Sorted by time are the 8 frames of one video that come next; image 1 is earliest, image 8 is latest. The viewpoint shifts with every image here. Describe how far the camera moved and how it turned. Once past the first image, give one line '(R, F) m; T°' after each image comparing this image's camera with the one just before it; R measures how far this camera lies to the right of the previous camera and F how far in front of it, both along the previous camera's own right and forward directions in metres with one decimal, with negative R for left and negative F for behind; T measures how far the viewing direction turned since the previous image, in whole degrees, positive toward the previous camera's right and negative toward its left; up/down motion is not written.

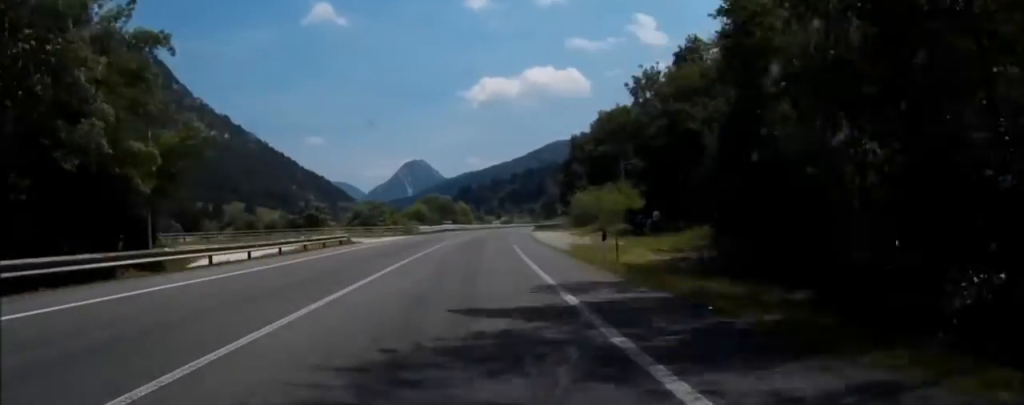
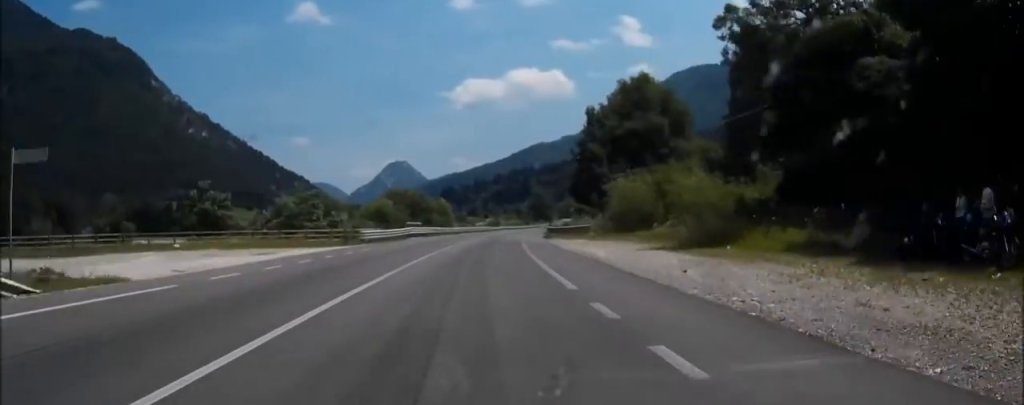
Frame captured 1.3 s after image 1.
(+0.1, +32.3) m; 0°
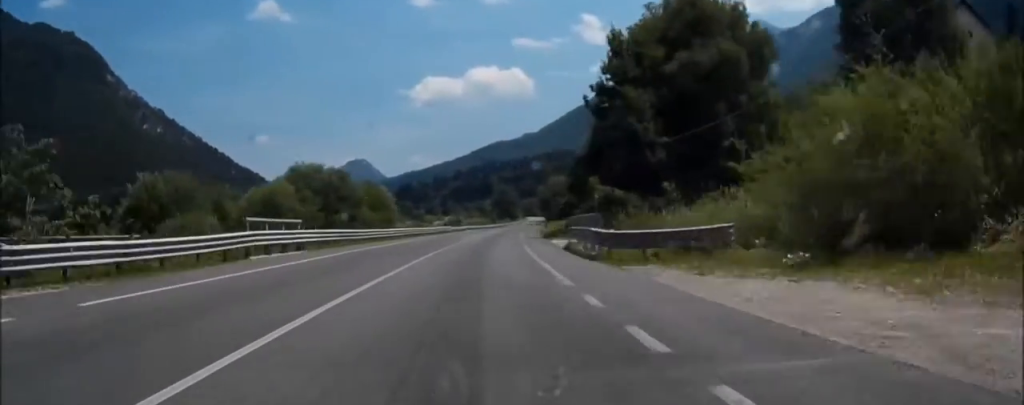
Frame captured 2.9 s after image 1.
(0.0, +37.8) m; +2°
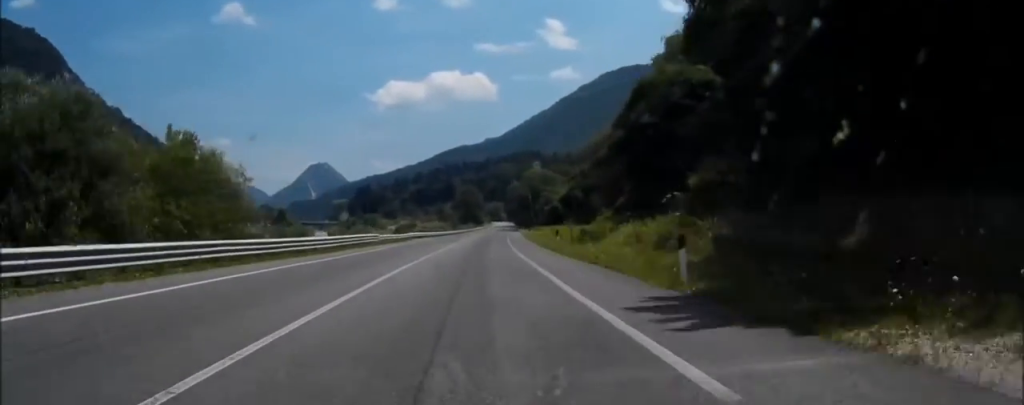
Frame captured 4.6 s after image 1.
(+1.5, +43.3) m; +3°
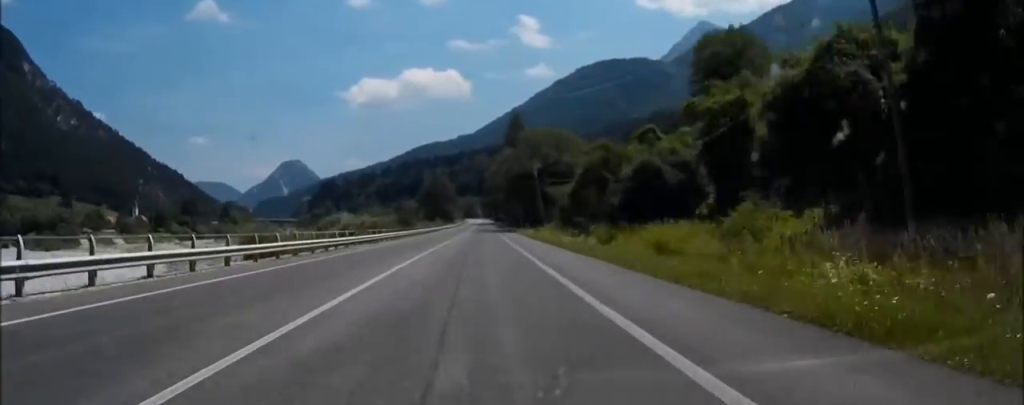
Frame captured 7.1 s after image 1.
(+1.9, +63.0) m; +2°
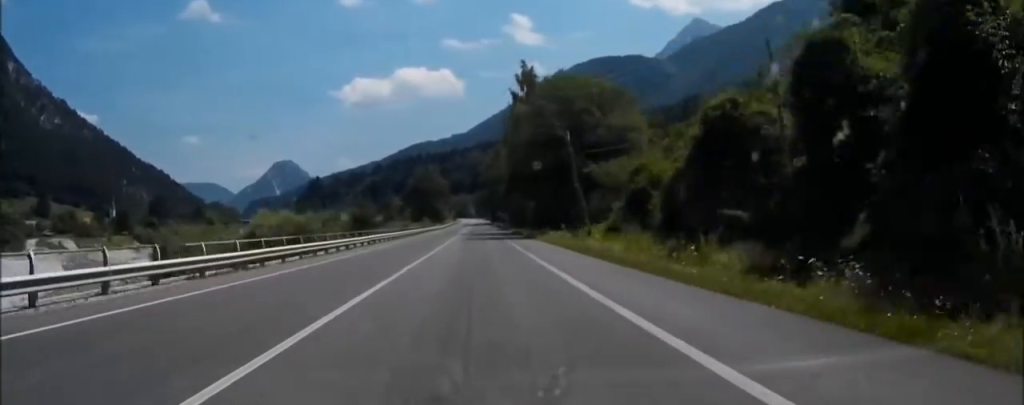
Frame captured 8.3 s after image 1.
(-0.1, +32.8) m; 0°
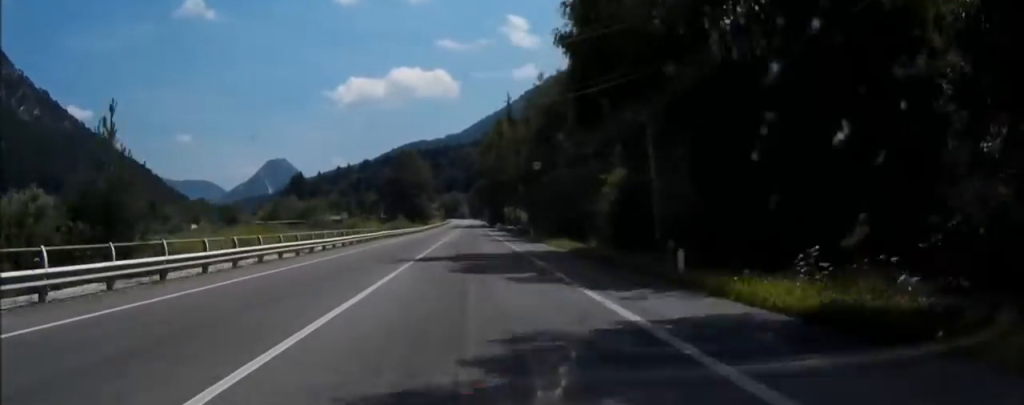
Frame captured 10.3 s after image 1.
(-0.1, +50.2) m; 0°
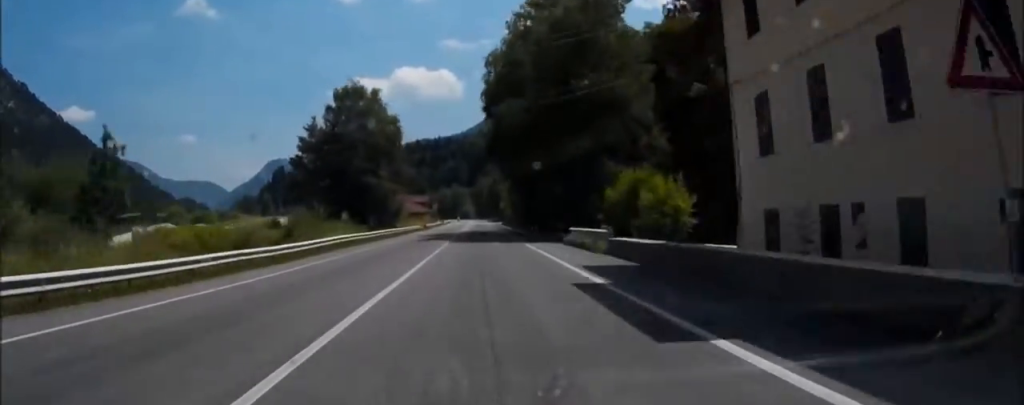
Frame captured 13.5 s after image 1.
(+0.9, +83.0) m; +1°
